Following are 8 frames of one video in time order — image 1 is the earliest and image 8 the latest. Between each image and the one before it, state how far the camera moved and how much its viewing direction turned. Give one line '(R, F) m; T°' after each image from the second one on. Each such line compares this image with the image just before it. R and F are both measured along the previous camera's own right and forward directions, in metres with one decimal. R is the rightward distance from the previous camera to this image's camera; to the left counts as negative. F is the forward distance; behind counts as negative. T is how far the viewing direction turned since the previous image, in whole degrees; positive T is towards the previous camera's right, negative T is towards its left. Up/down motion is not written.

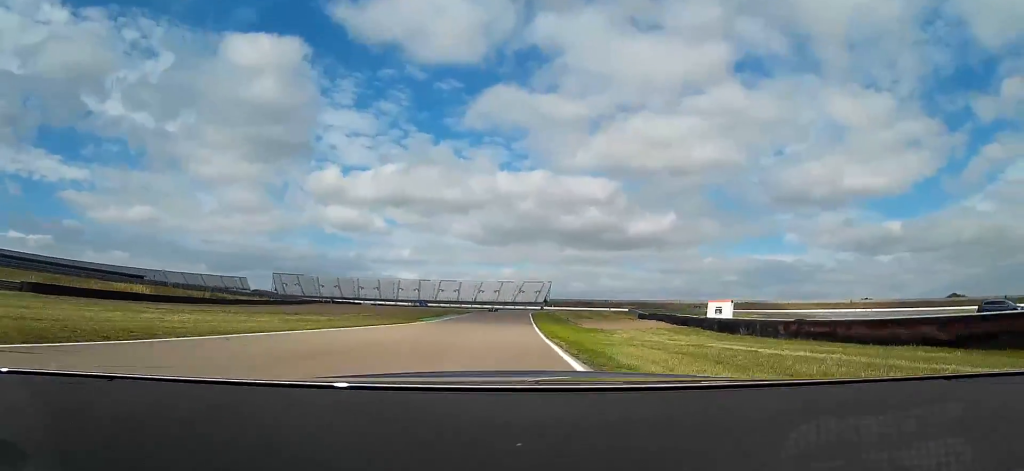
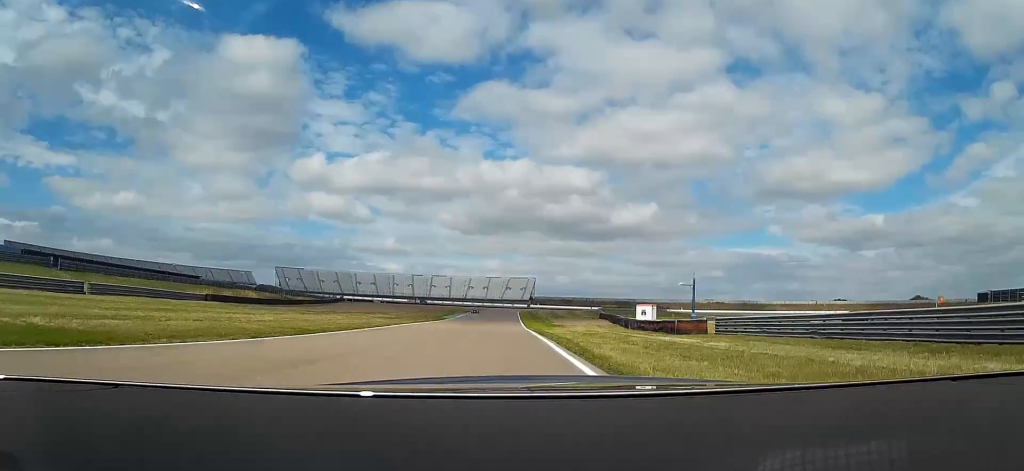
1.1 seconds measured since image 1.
(+0.5, +36.4) m; +2°
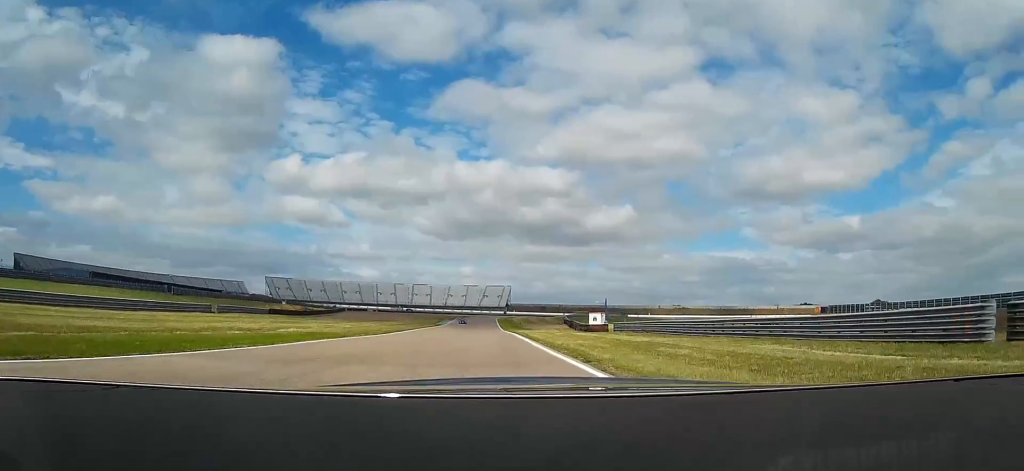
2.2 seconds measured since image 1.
(+0.7, +31.9) m; +3°
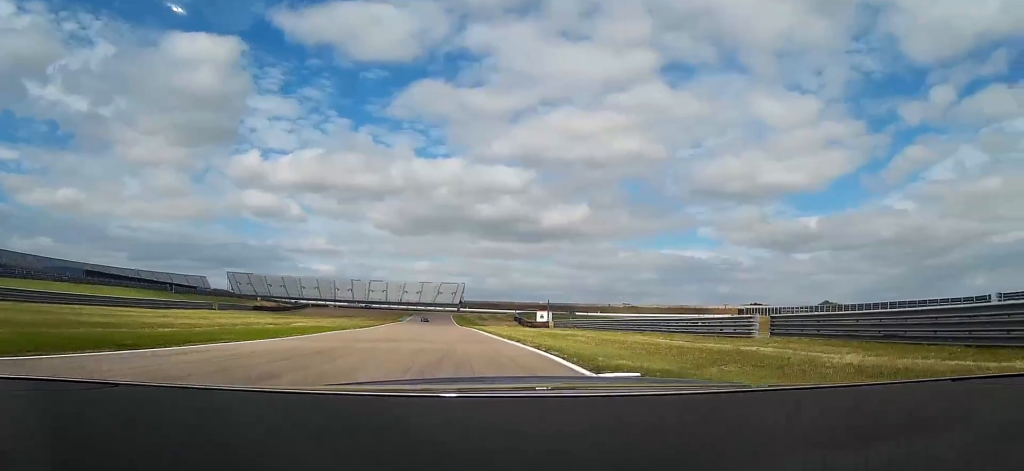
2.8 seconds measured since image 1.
(+0.3, +15.1) m; +2°
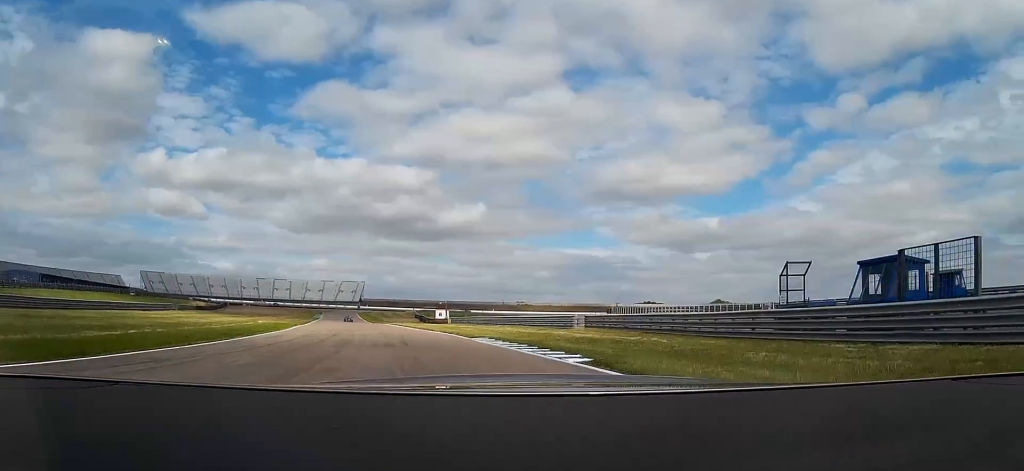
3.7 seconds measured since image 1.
(+0.4, +22.0) m; +16°
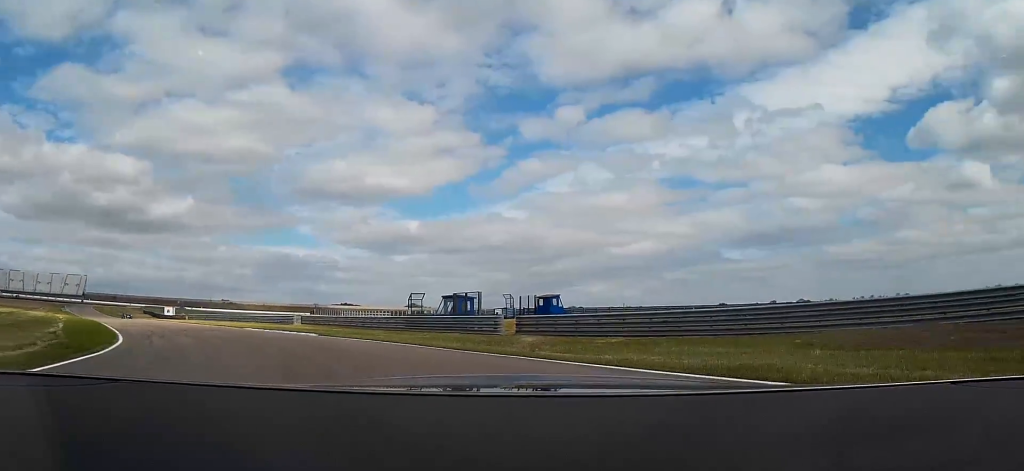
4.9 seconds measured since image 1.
(+8.0, +22.3) m; +43°
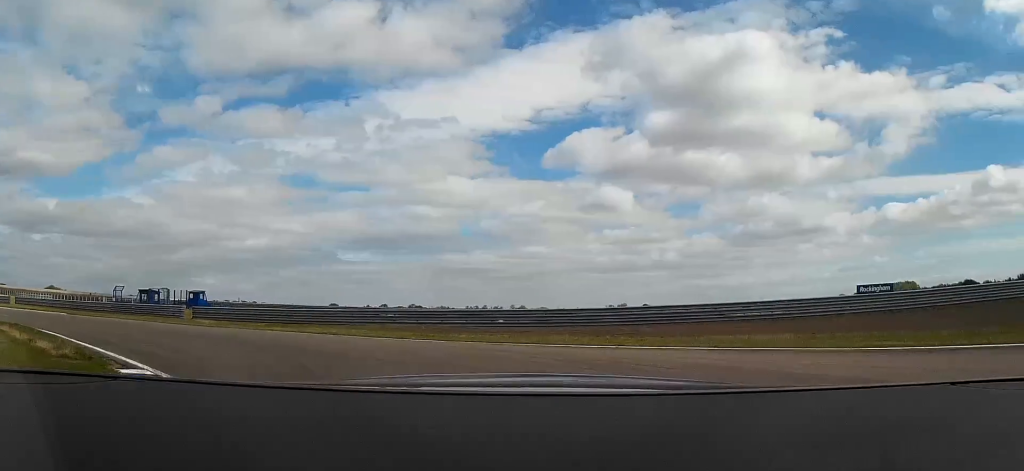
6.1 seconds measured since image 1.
(+6.8, +16.8) m; +39°
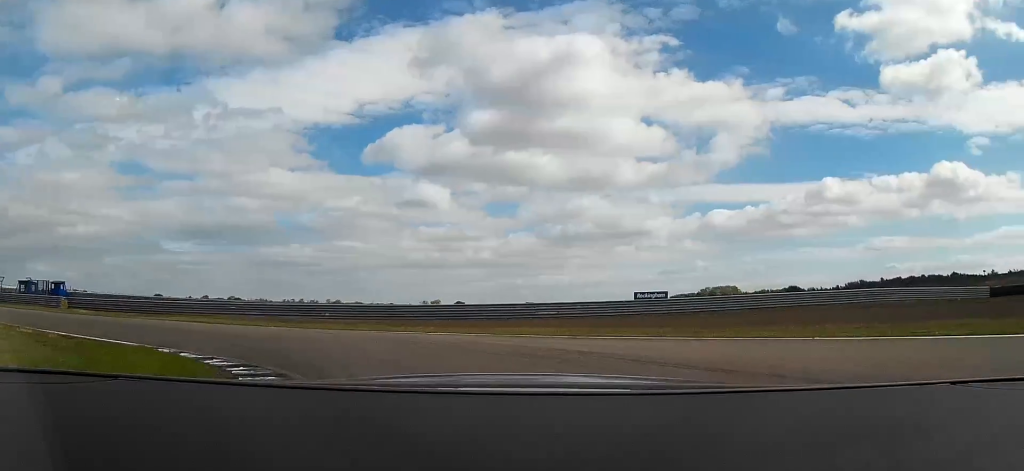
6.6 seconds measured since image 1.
(+1.3, +7.3) m; +17°
